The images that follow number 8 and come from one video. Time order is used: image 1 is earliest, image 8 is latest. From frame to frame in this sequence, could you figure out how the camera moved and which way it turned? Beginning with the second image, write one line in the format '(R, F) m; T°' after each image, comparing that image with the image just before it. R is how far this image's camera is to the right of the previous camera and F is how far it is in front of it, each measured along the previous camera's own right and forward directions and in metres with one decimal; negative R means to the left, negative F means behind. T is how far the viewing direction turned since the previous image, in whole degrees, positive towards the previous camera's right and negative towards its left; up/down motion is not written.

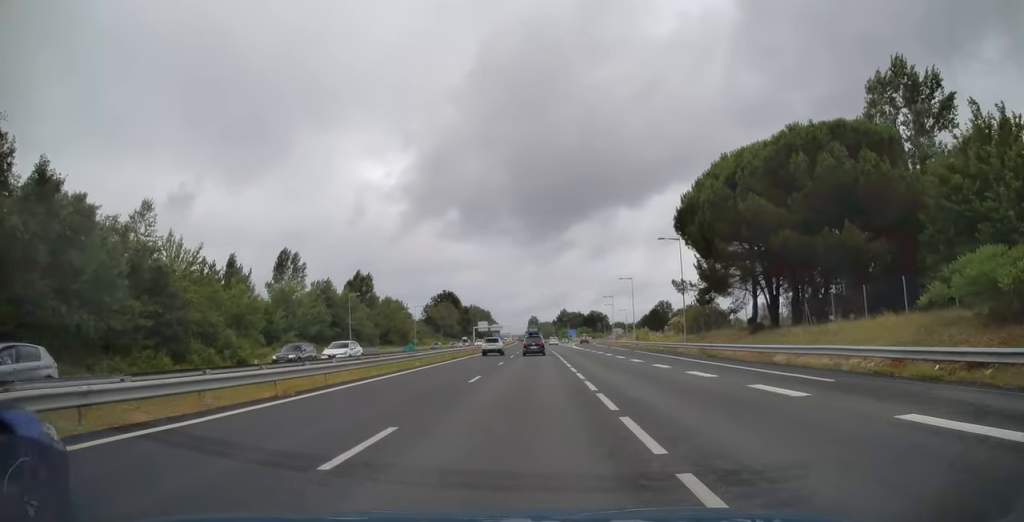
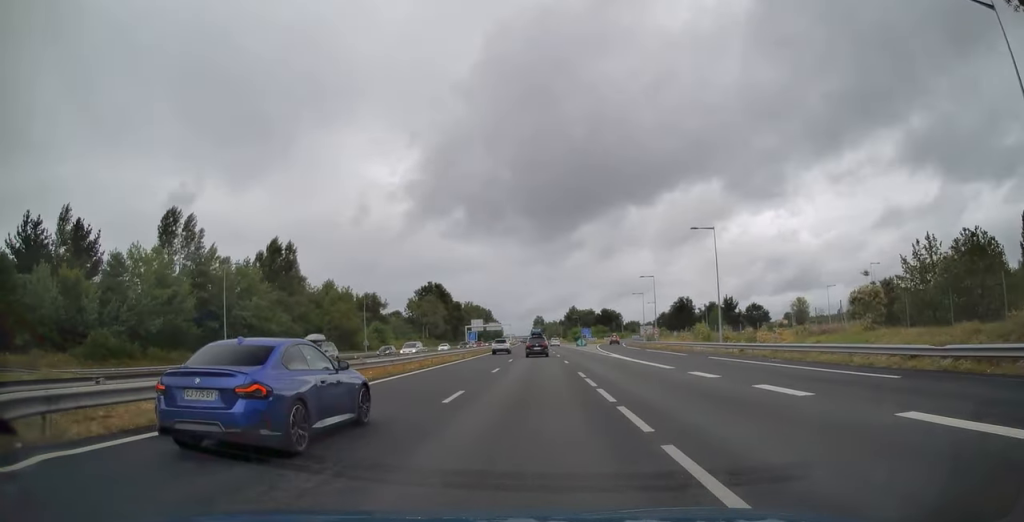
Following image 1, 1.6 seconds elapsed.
(-0.4, +45.5) m; -1°
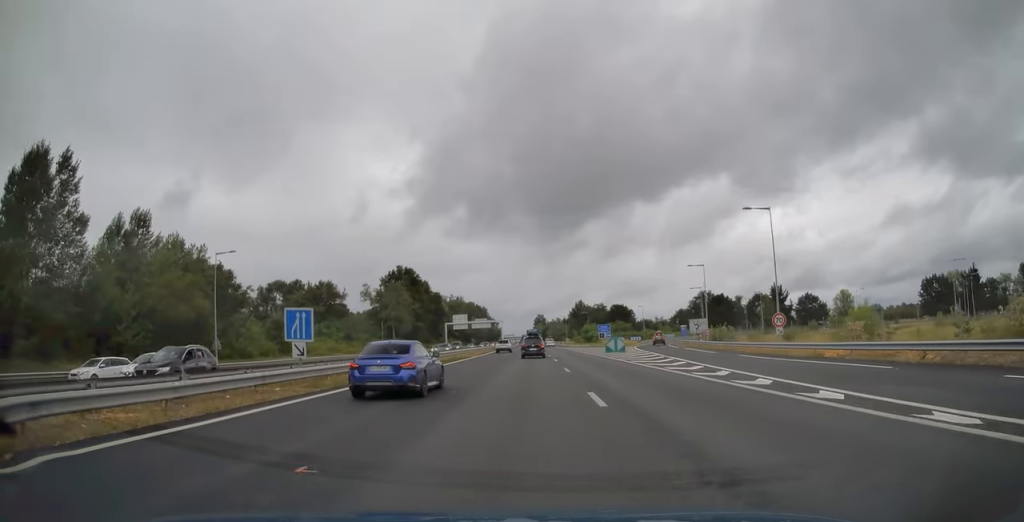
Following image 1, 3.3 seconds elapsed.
(-0.2, +49.0) m; 0°
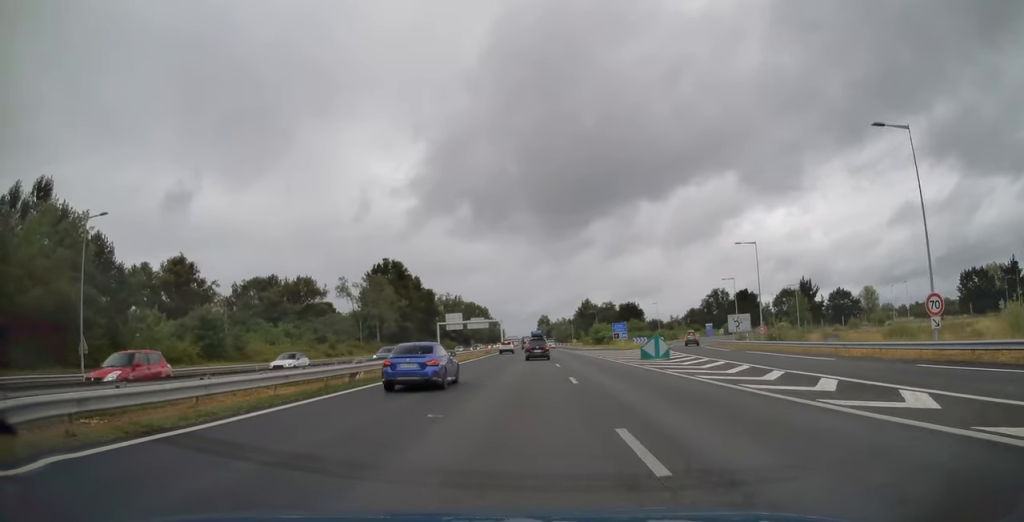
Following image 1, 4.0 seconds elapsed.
(+0.1, +19.2) m; 0°
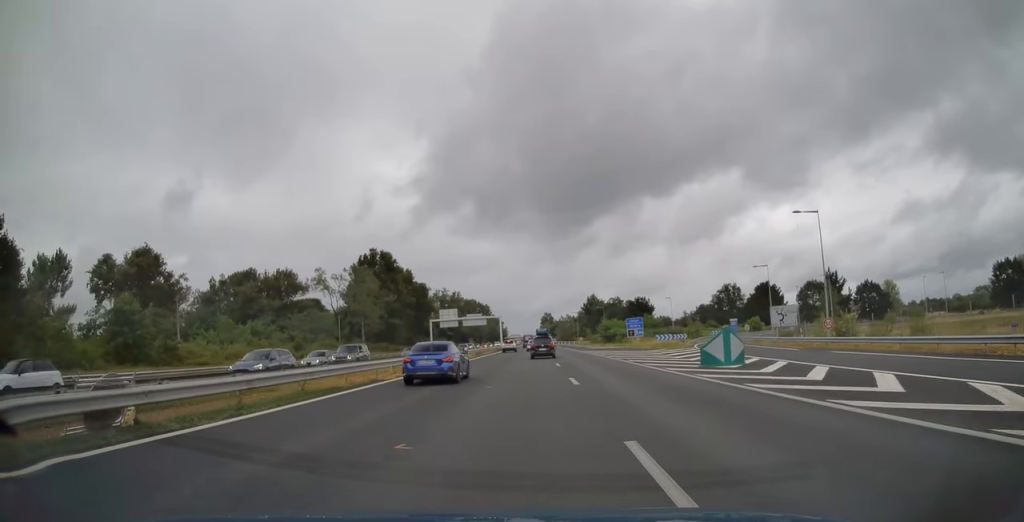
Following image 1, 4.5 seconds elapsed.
(-0.1, +14.4) m; 0°
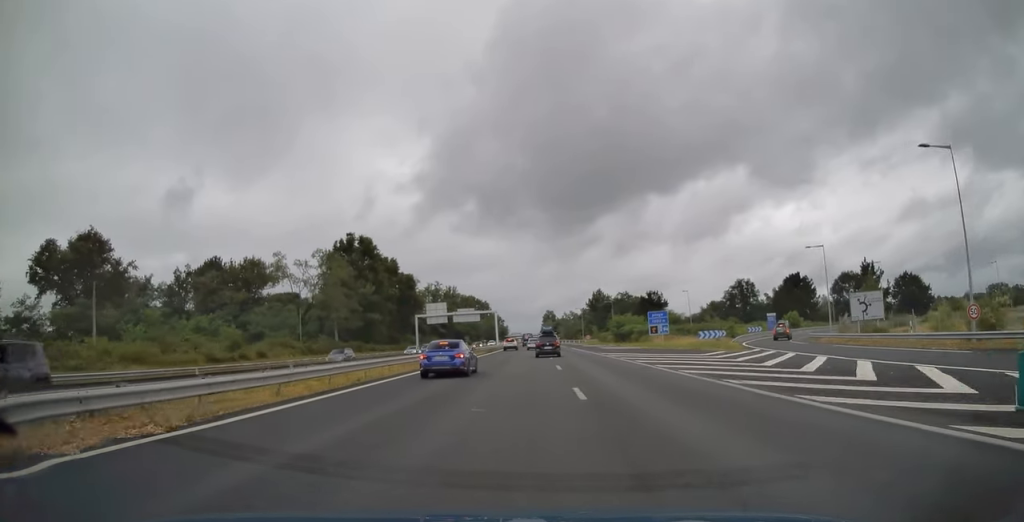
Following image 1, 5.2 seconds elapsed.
(-0.1, +17.9) m; 0°
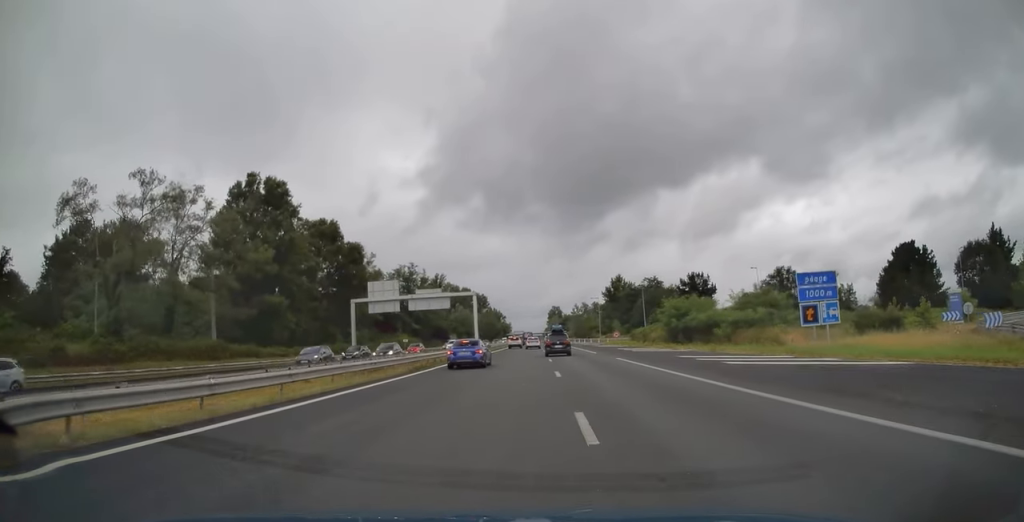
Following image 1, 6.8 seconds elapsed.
(-0.1, +44.6) m; -1°
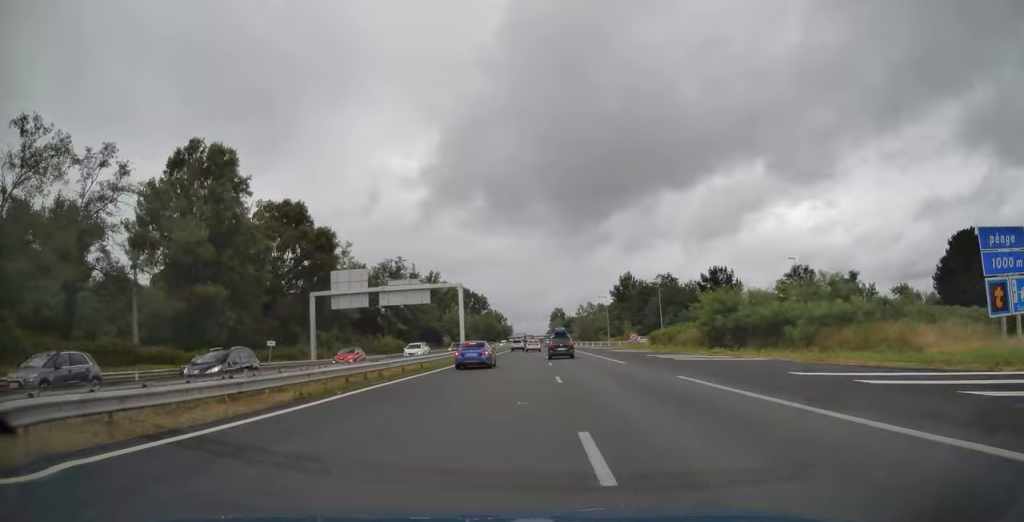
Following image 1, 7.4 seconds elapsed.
(-0.1, +15.3) m; 0°
